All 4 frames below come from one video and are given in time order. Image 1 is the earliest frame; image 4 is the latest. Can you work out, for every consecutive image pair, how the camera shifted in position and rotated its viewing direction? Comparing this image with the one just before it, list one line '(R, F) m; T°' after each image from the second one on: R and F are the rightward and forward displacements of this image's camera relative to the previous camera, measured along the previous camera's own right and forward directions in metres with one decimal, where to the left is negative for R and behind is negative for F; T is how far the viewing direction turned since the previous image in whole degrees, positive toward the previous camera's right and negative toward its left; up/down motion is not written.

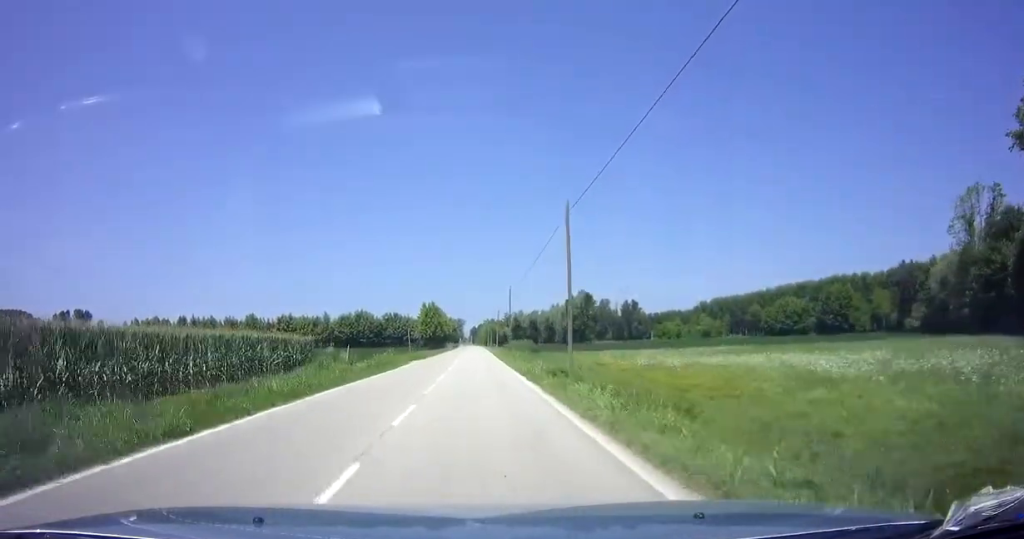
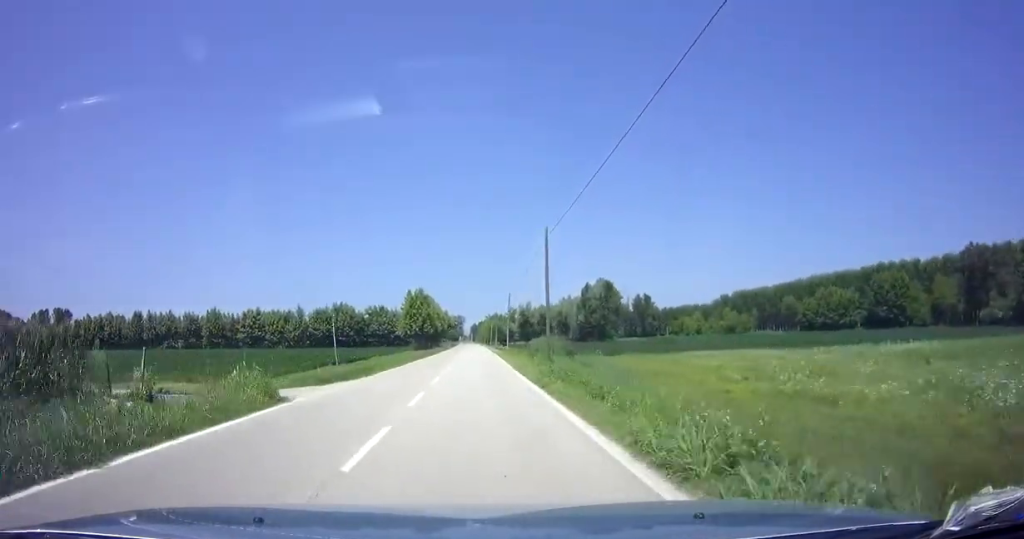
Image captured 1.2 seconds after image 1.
(0.0, +26.6) m; 0°
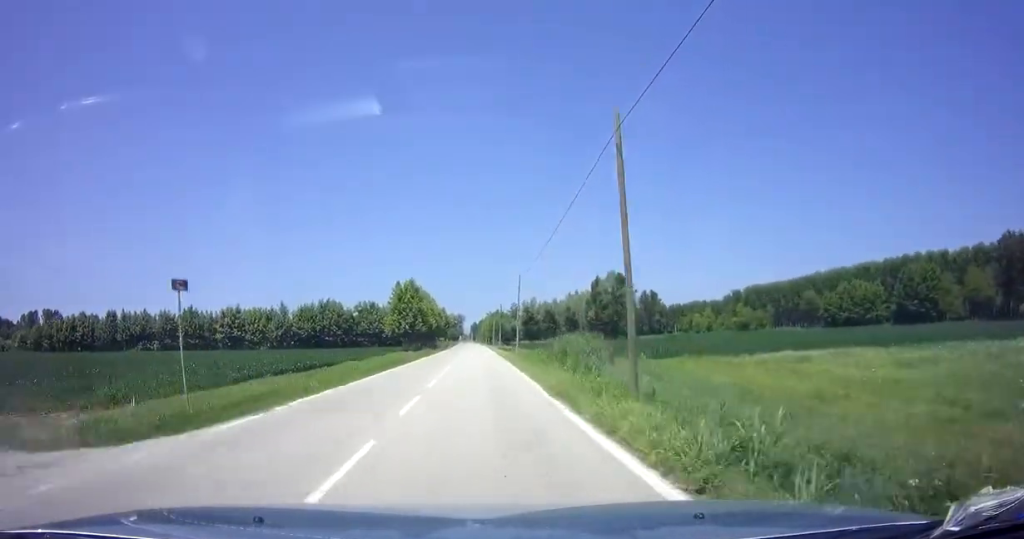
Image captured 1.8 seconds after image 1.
(0.0, +13.0) m; 0°
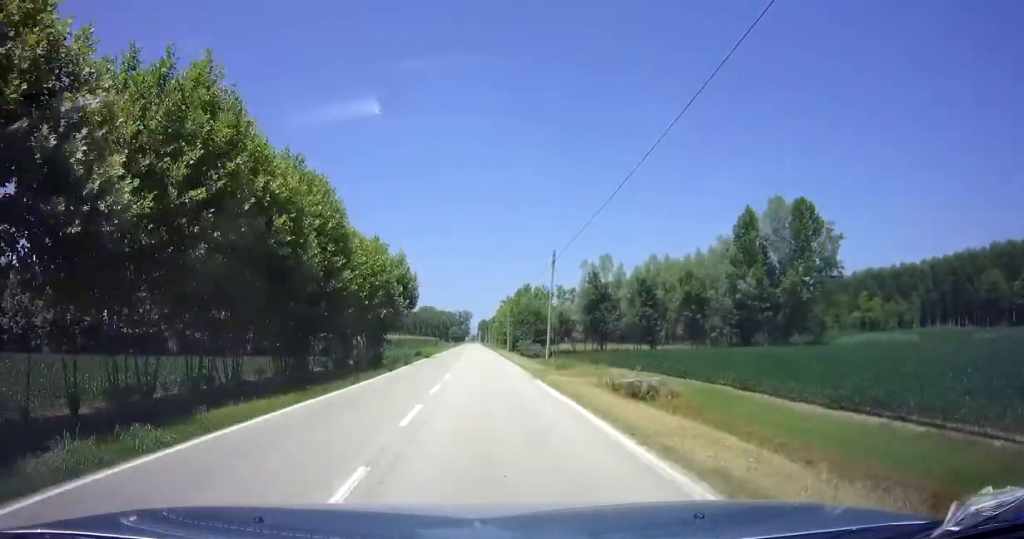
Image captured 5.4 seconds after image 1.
(-1.0, +77.9) m; -1°
